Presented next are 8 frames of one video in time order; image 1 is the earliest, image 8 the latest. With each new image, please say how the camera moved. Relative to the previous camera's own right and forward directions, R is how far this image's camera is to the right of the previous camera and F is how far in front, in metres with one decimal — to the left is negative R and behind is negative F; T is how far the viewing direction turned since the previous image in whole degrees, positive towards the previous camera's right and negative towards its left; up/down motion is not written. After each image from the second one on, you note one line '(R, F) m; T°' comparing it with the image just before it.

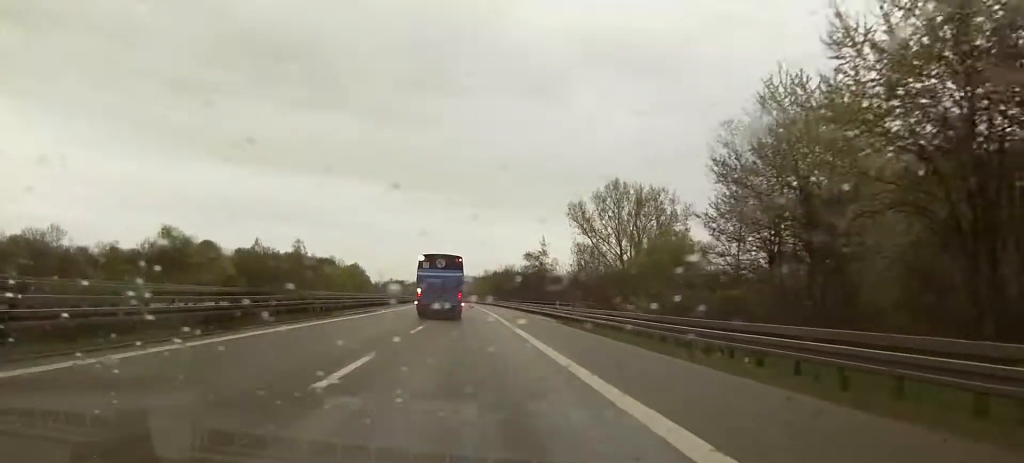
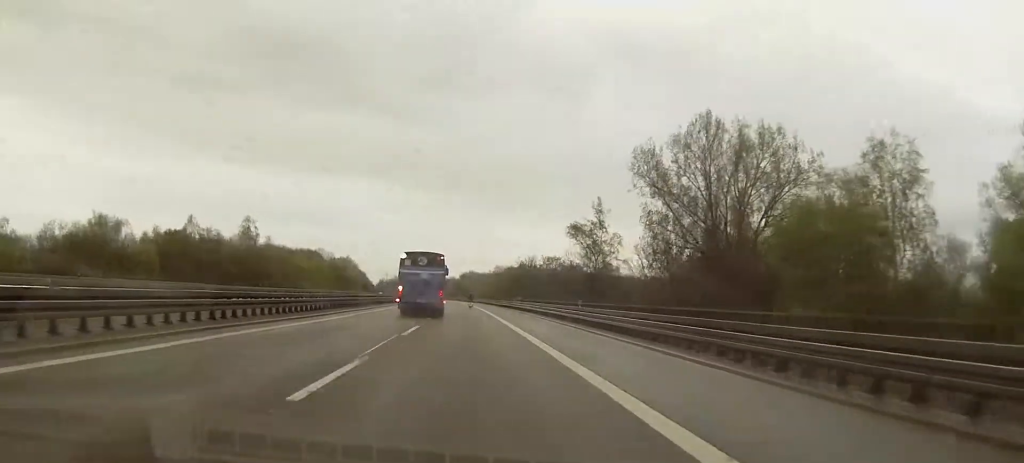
(-0.2, +55.6) m; 0°
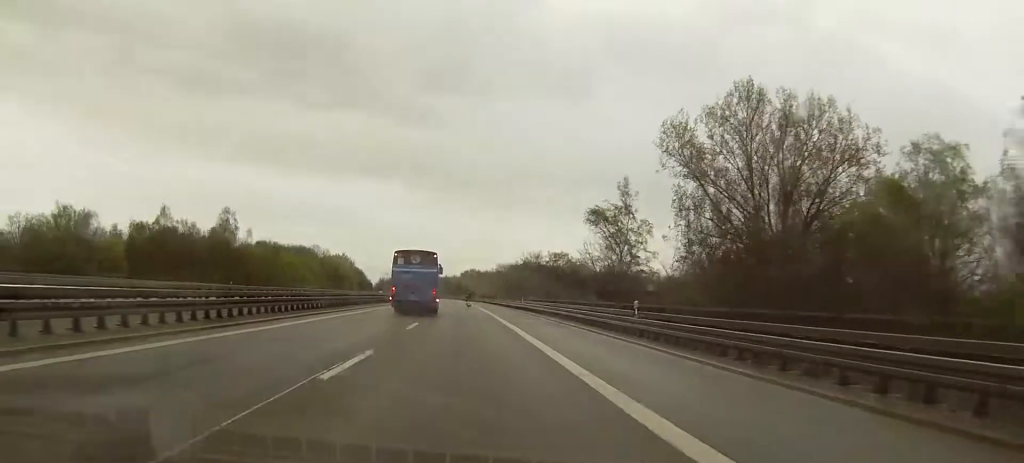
(0.0, +14.8) m; 0°
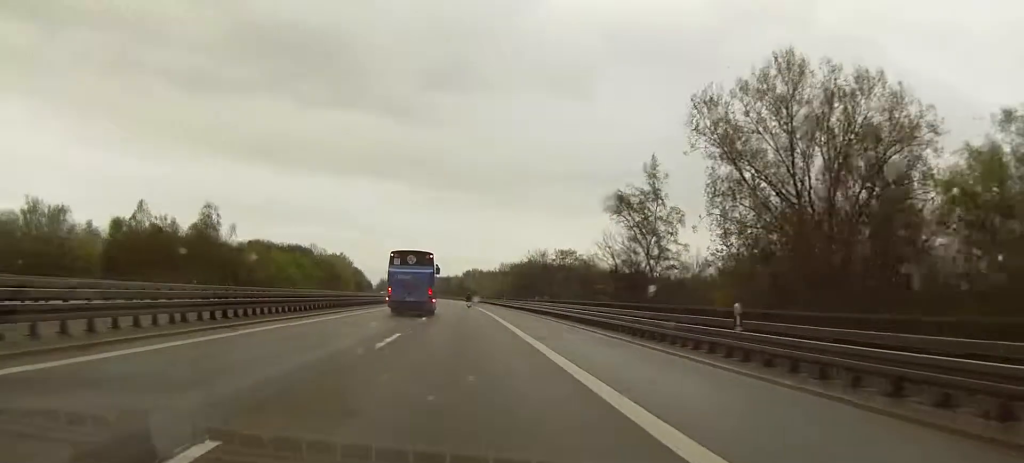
(0.0, +11.1) m; 0°
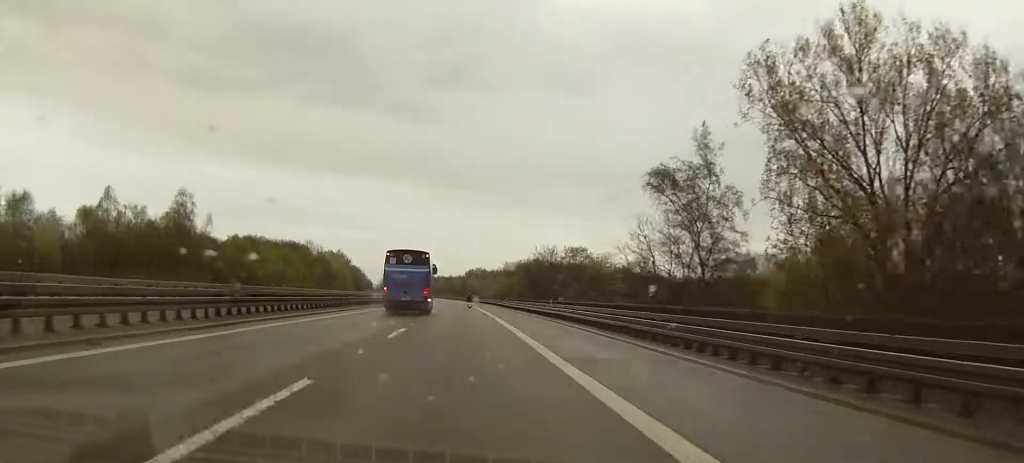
(0.0, +13.9) m; 0°
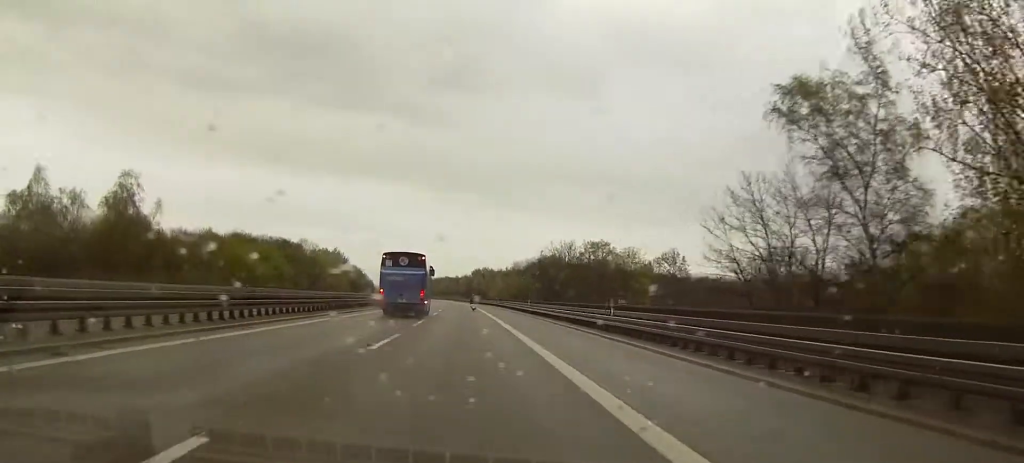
(+0.1, +22.3) m; -1°
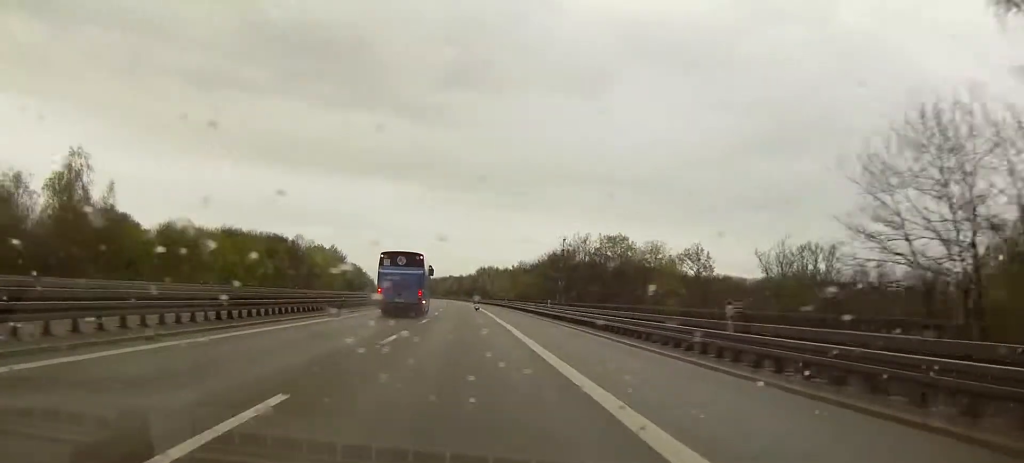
(-0.1, +15.0) m; -1°
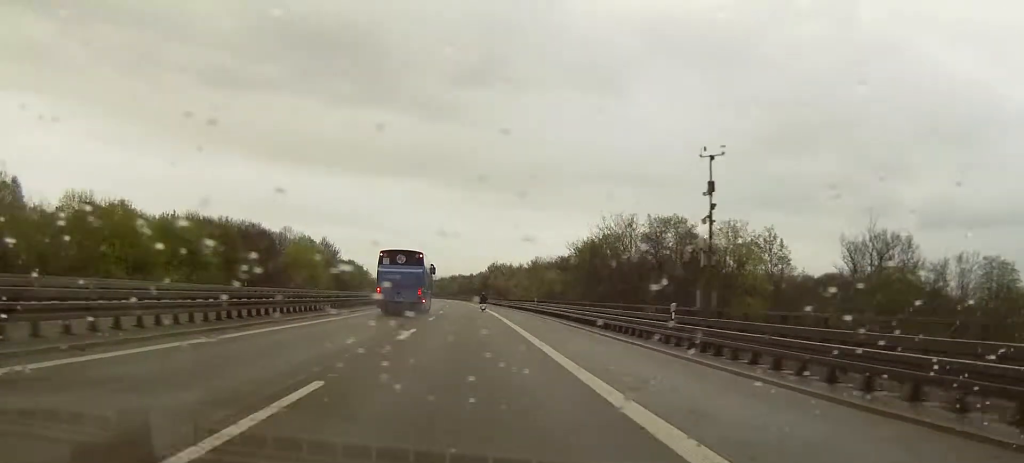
(-0.7, +34.0) m; -1°
